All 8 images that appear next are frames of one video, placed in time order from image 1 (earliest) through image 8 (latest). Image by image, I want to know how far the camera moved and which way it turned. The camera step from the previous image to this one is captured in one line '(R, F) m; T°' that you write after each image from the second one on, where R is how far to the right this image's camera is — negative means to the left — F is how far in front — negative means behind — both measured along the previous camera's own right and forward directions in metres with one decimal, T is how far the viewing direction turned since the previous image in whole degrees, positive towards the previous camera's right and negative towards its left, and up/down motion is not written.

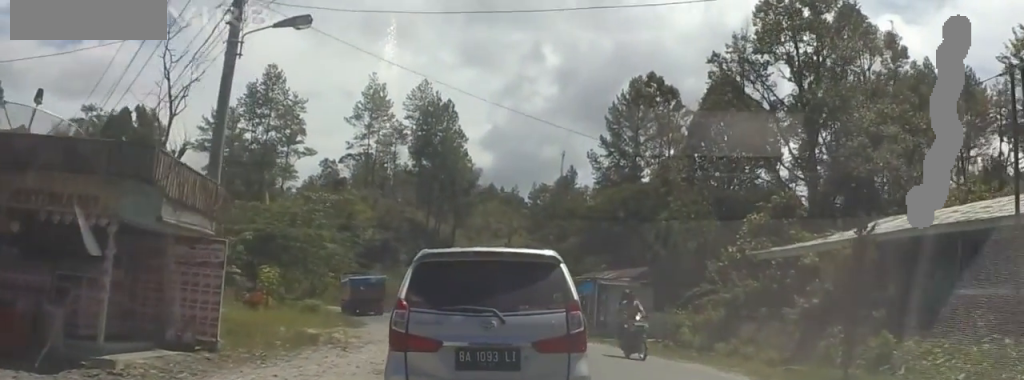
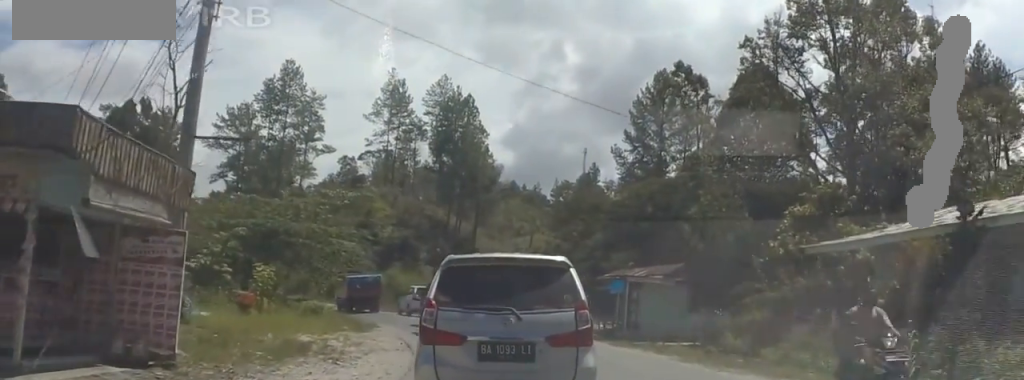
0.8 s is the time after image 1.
(-0.5, +3.8) m; -3°
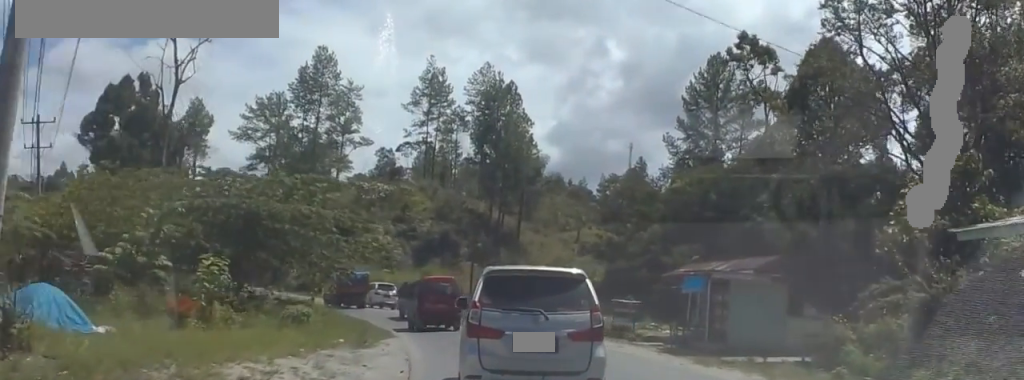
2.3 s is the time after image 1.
(0.0, +9.1) m; -3°
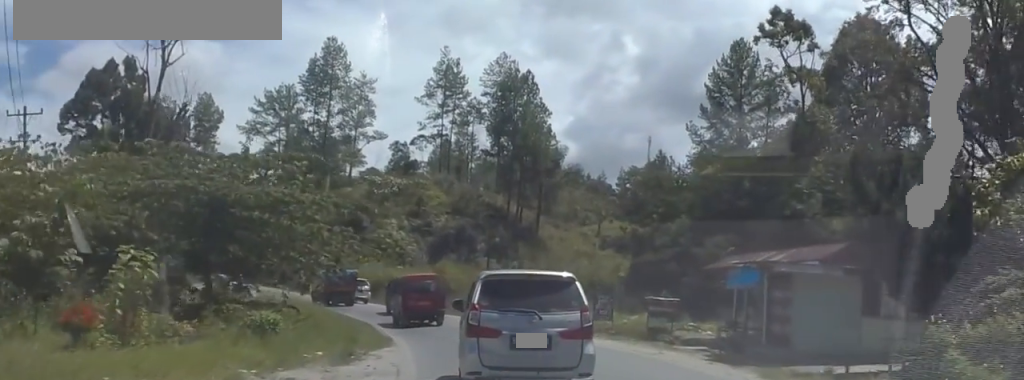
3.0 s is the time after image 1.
(-0.2, +4.8) m; -9°
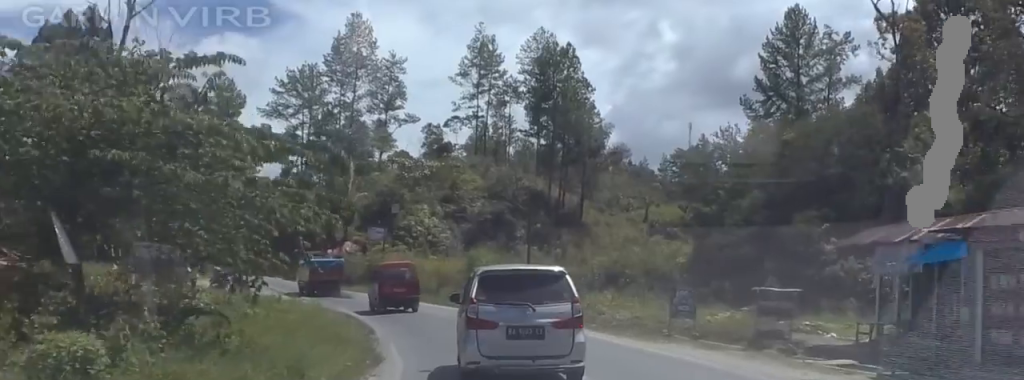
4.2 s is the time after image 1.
(-0.9, +8.5) m; +1°
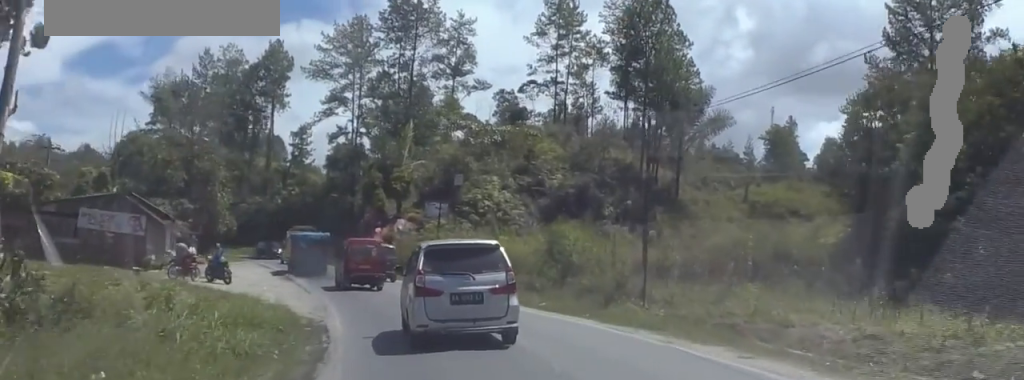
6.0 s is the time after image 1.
(-0.3, +14.1) m; -11°
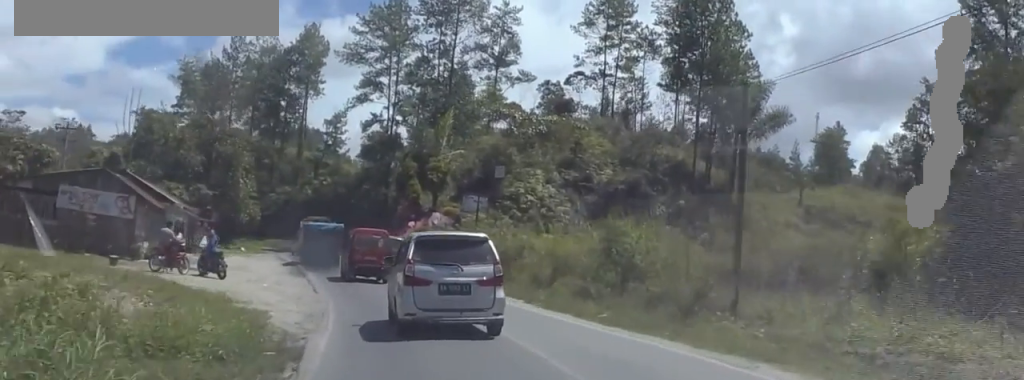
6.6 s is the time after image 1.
(-0.1, +5.3) m; -1°
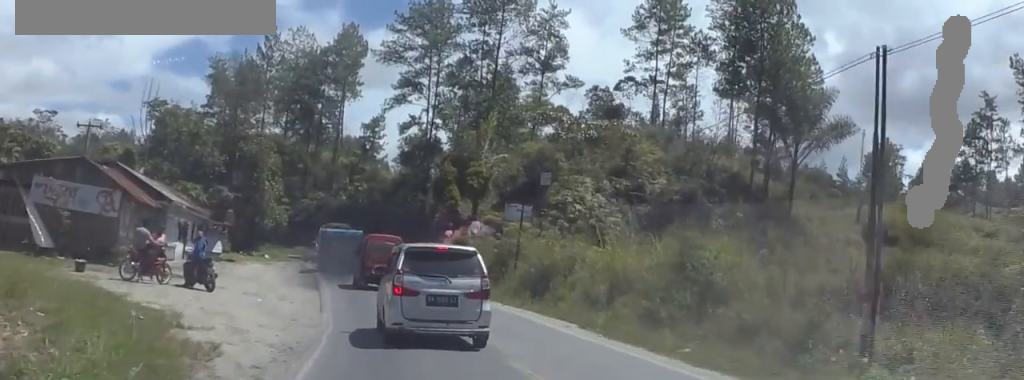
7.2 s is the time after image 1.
(0.0, +5.0) m; 0°
